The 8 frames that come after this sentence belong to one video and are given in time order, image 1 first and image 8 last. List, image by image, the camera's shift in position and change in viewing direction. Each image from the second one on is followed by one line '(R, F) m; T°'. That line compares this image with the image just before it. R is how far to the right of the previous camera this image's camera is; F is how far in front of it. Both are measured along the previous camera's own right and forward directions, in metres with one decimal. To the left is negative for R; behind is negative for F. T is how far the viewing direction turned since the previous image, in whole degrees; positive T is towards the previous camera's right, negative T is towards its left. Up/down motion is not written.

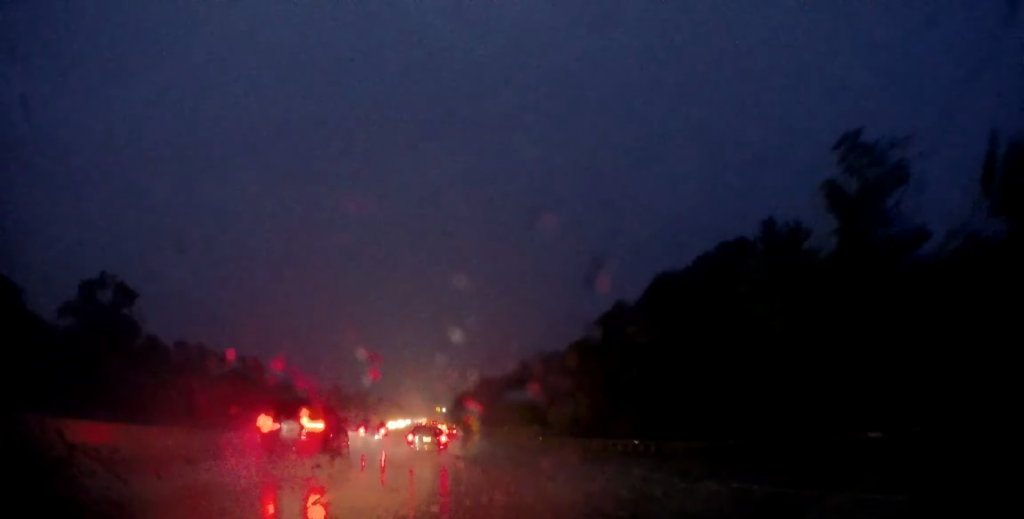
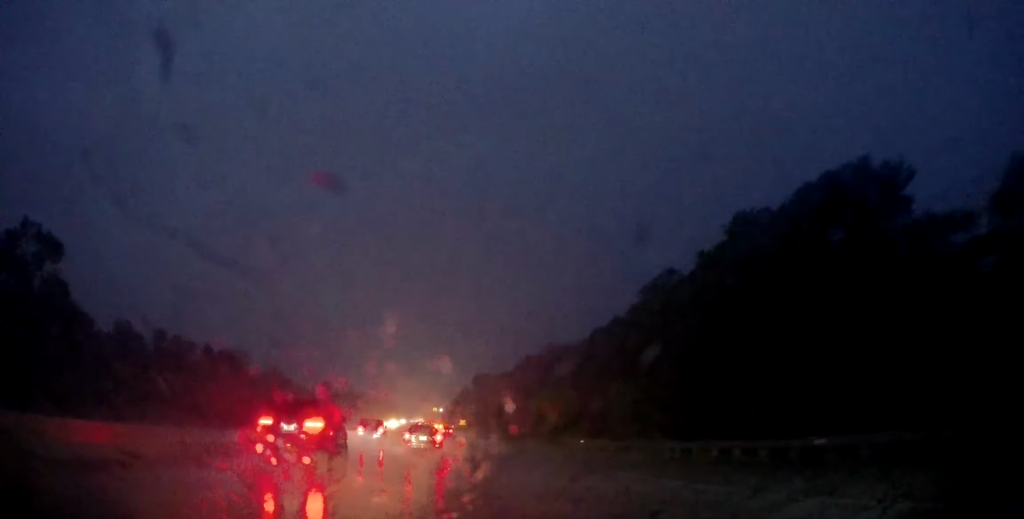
(-0.3, +17.6) m; 0°
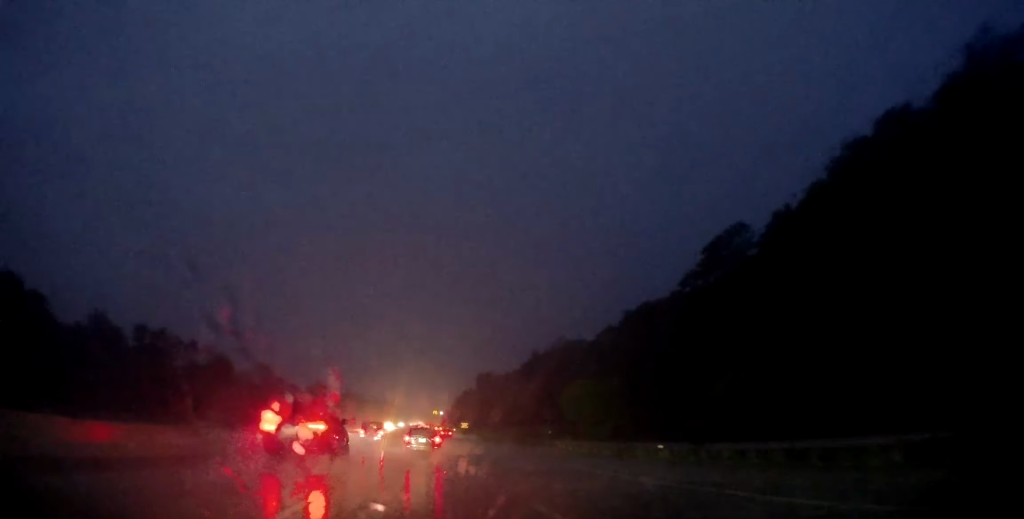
(+0.2, +14.7) m; +2°
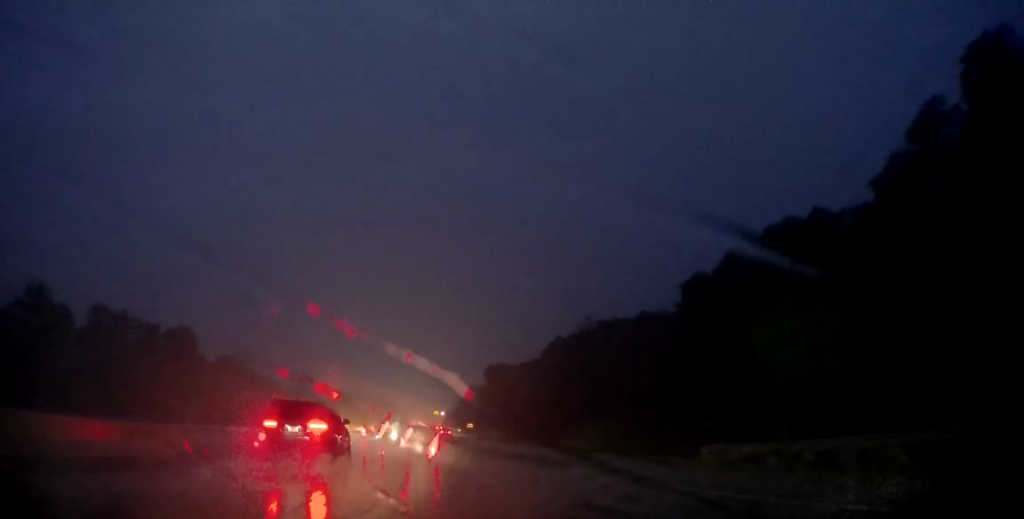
(+0.6, +28.9) m; +1°
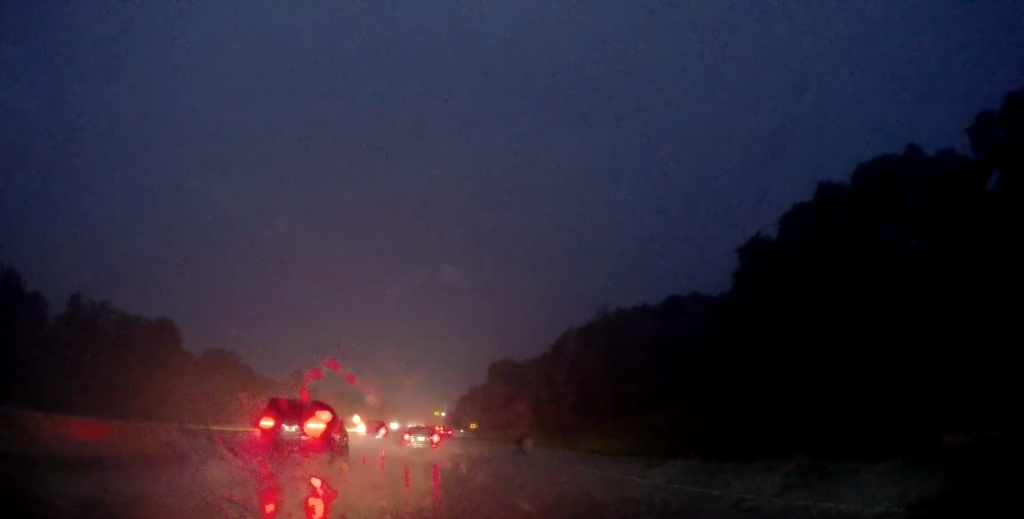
(-0.1, +11.6) m; -1°
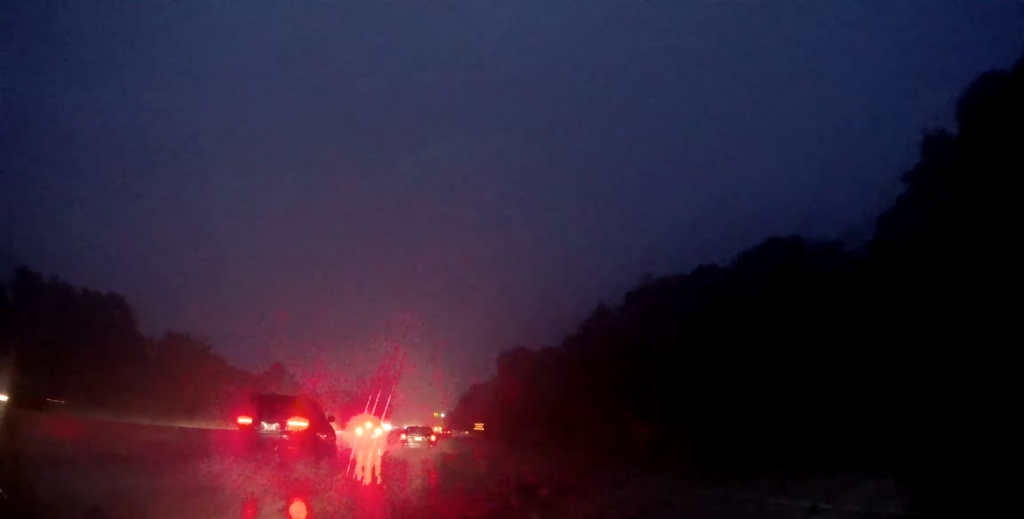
(-0.3, +24.5) m; 0°
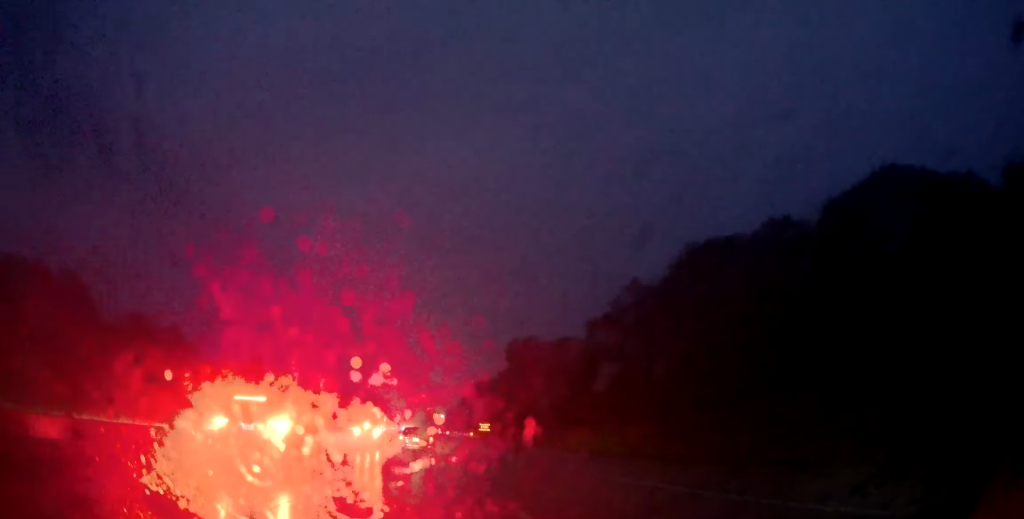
(+0.3, +18.5) m; +1°
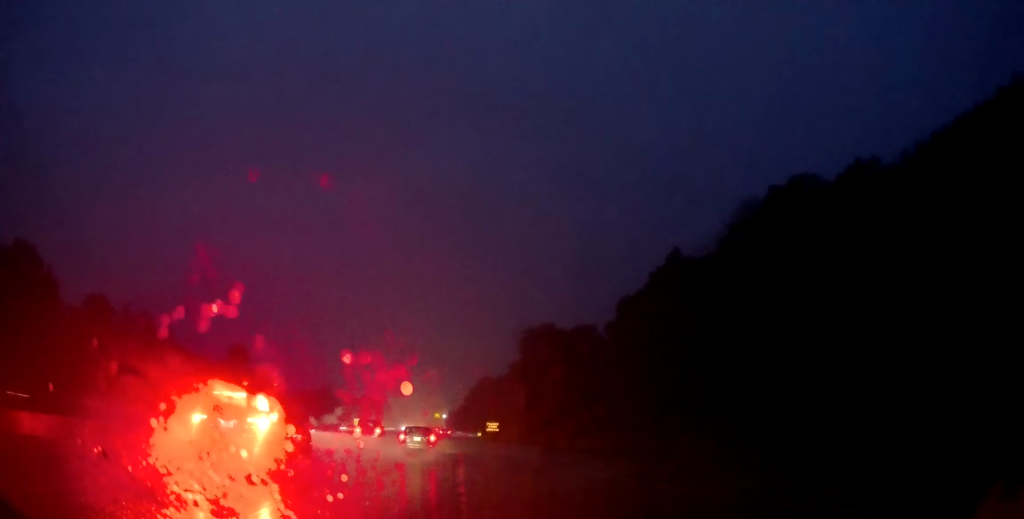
(+0.1, +15.4) m; -1°
